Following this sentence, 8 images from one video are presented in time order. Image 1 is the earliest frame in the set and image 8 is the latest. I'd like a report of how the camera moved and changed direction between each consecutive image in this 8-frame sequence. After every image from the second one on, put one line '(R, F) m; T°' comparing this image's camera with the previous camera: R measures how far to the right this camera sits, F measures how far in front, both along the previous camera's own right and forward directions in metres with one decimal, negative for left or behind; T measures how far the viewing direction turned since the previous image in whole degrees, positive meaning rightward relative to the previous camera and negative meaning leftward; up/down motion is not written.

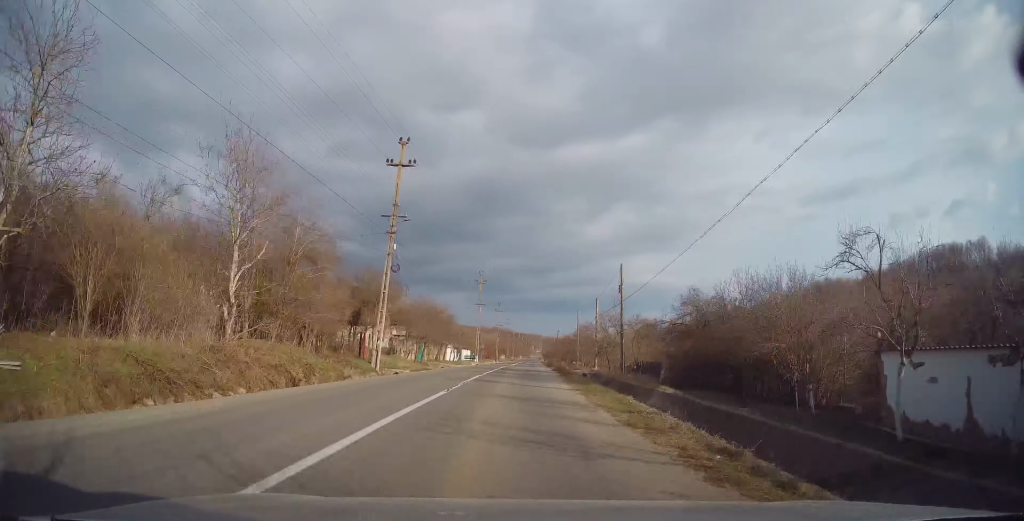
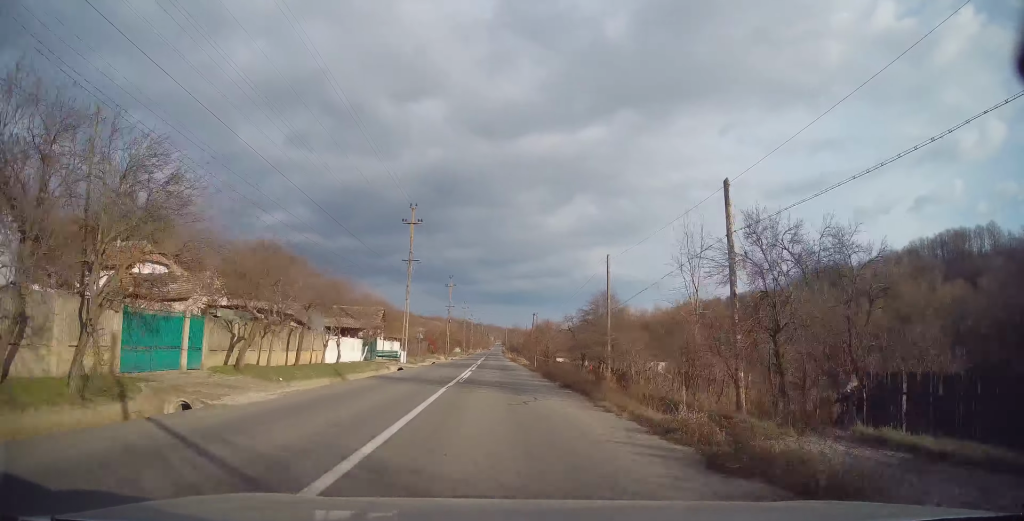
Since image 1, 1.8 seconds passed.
(+1.6, +32.3) m; +5°
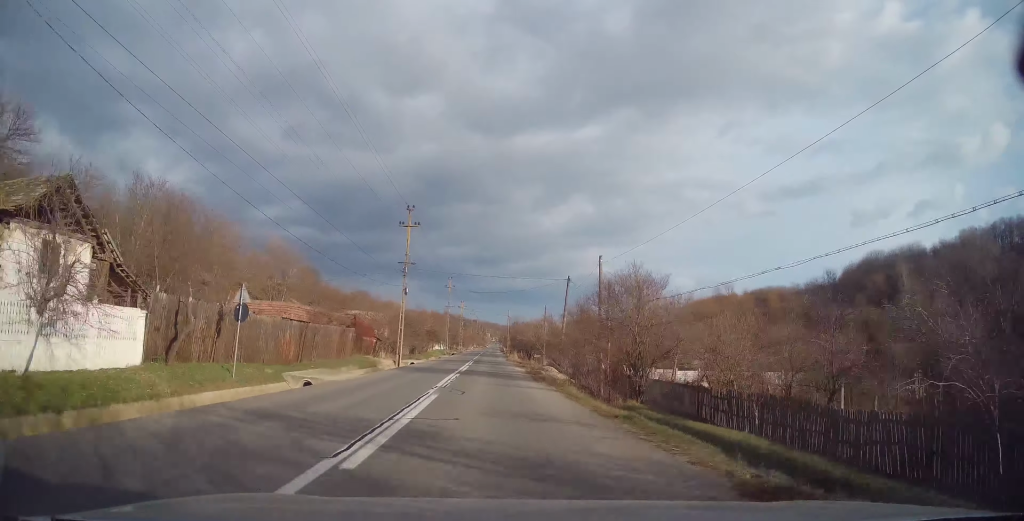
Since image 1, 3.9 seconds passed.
(+0.4, +38.4) m; -1°
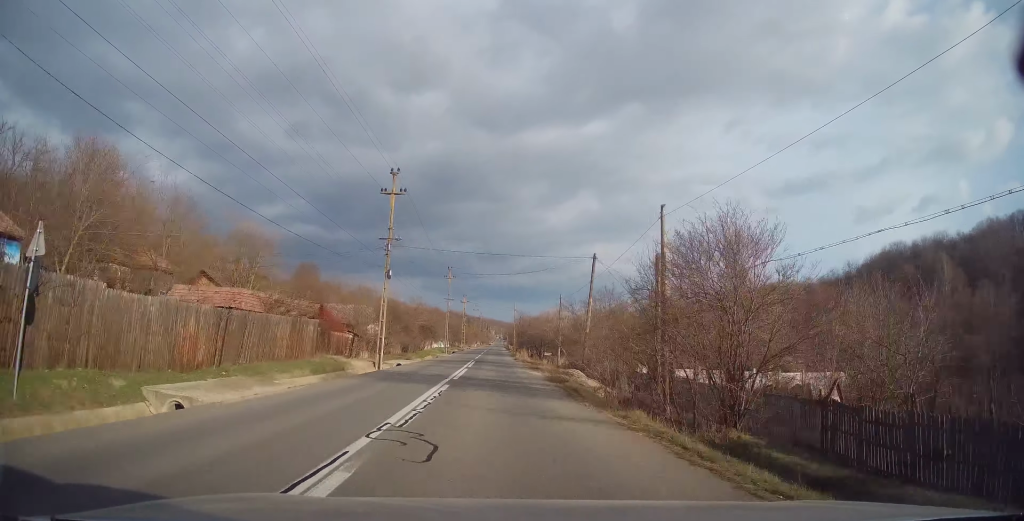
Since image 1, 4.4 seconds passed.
(-0.1, +8.4) m; 0°
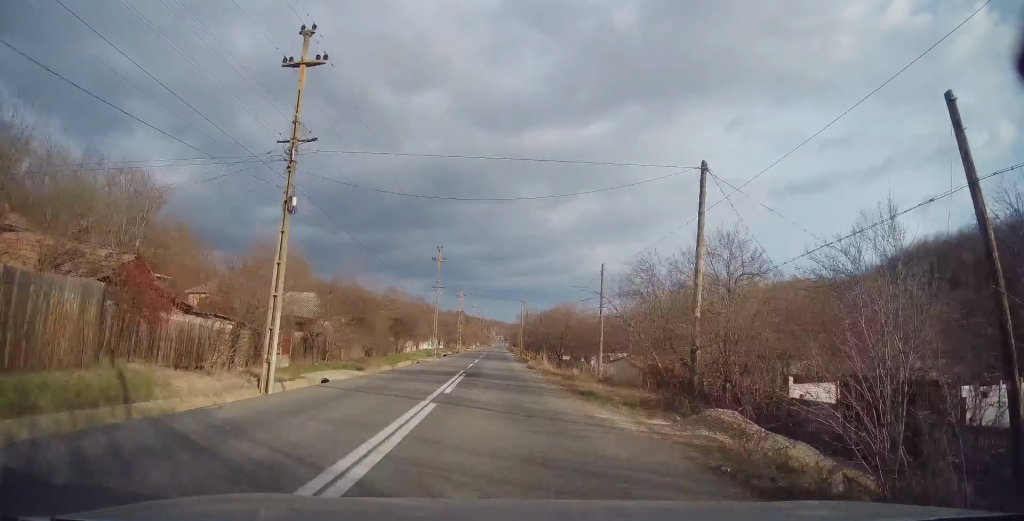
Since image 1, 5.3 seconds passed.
(-0.2, +16.8) m; 0°
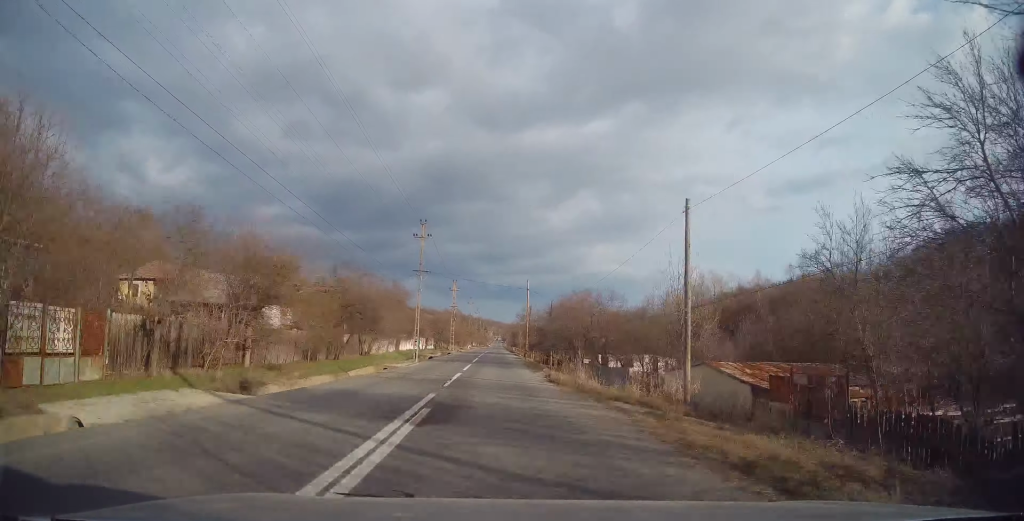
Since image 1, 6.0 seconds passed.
(+0.3, +13.5) m; +1°
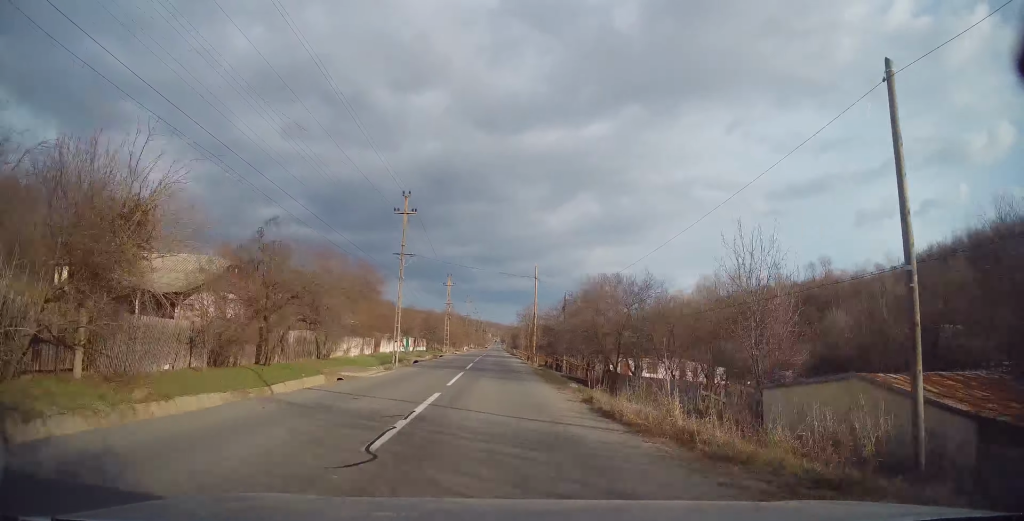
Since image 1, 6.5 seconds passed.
(0.0, +9.0) m; 0°
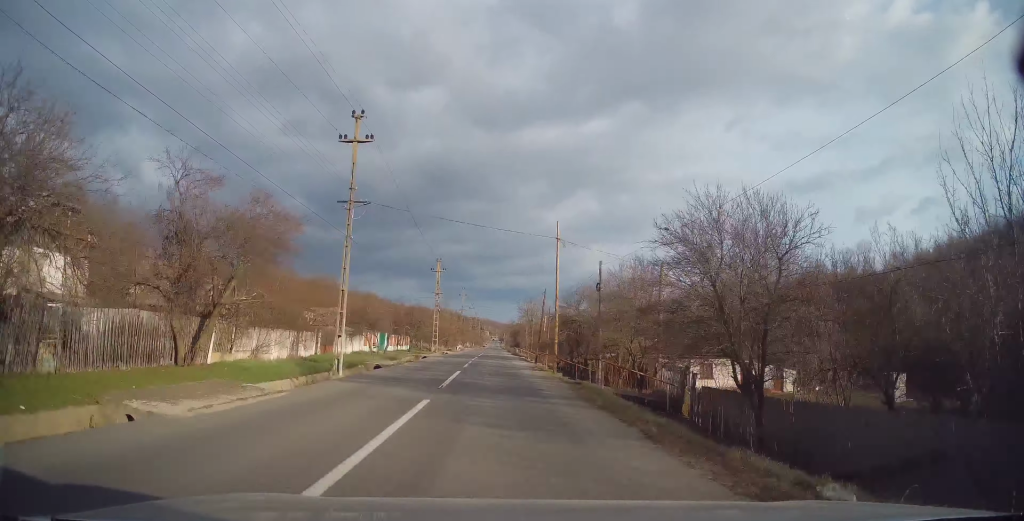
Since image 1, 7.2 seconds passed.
(0.0, +13.9) m; 0°
